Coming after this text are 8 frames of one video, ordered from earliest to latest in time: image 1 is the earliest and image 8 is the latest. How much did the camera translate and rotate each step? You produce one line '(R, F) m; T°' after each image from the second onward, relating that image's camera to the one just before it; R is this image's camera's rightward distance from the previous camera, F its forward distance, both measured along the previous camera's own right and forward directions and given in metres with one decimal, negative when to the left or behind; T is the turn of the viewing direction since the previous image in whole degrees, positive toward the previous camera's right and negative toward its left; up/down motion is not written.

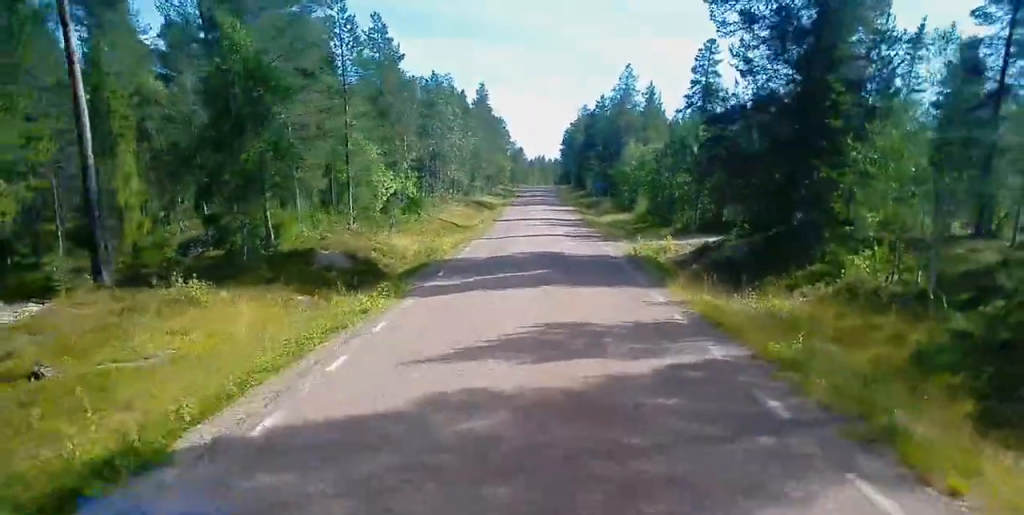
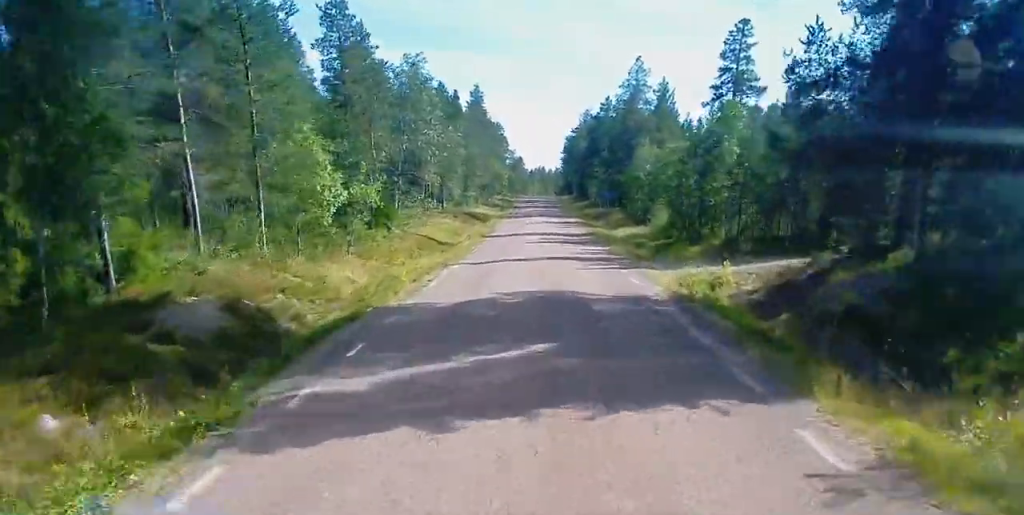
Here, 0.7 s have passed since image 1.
(0.0, +10.9) m; 0°
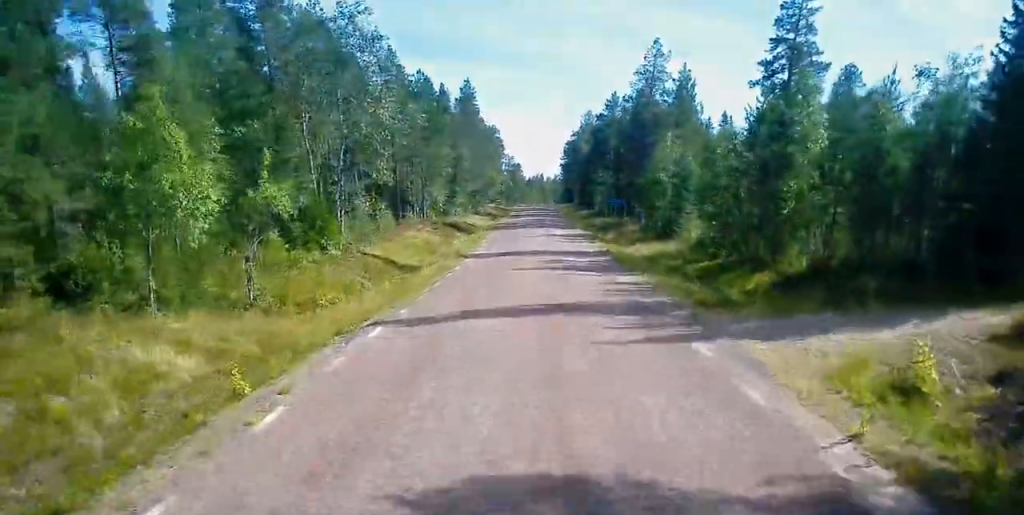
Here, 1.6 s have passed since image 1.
(0.0, +12.9) m; 0°
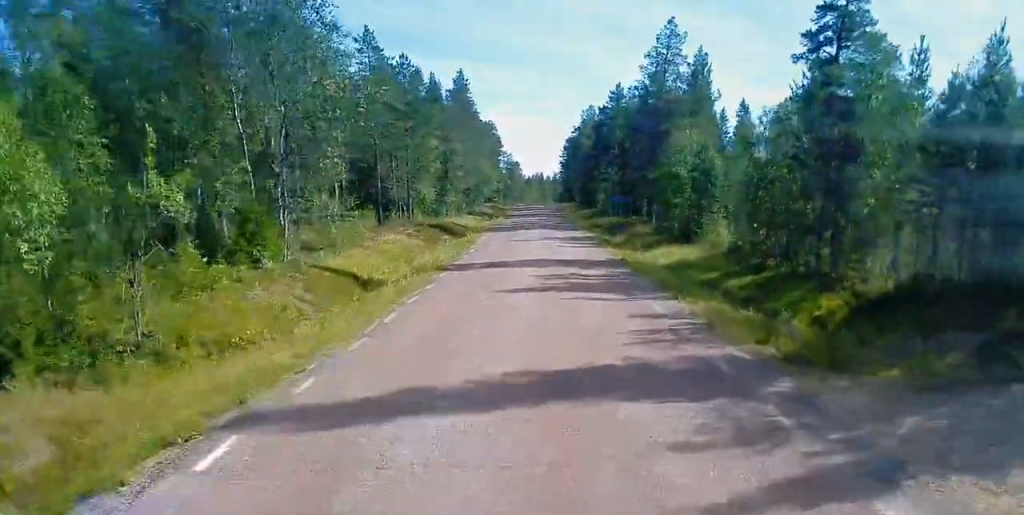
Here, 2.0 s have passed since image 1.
(0.0, +7.3) m; 0°
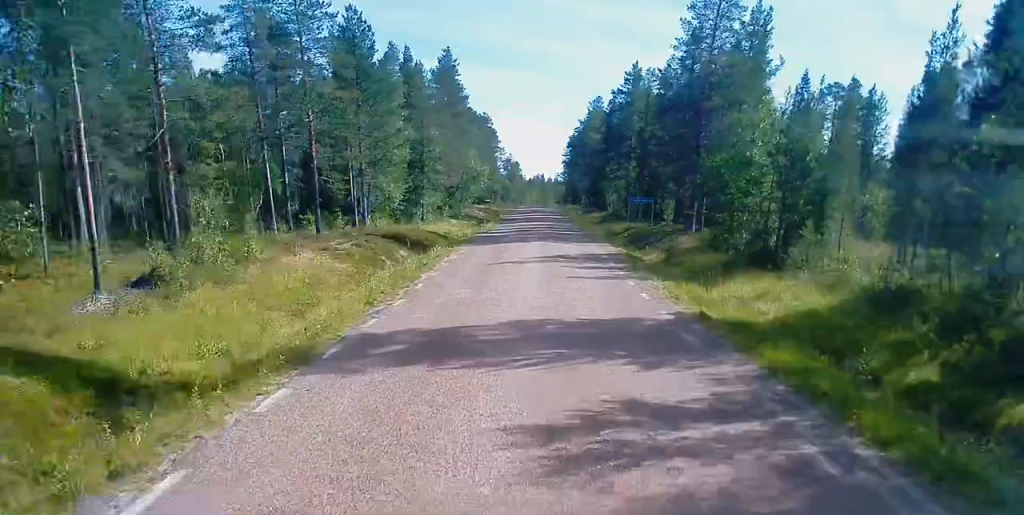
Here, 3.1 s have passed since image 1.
(0.0, +16.3) m; 0°
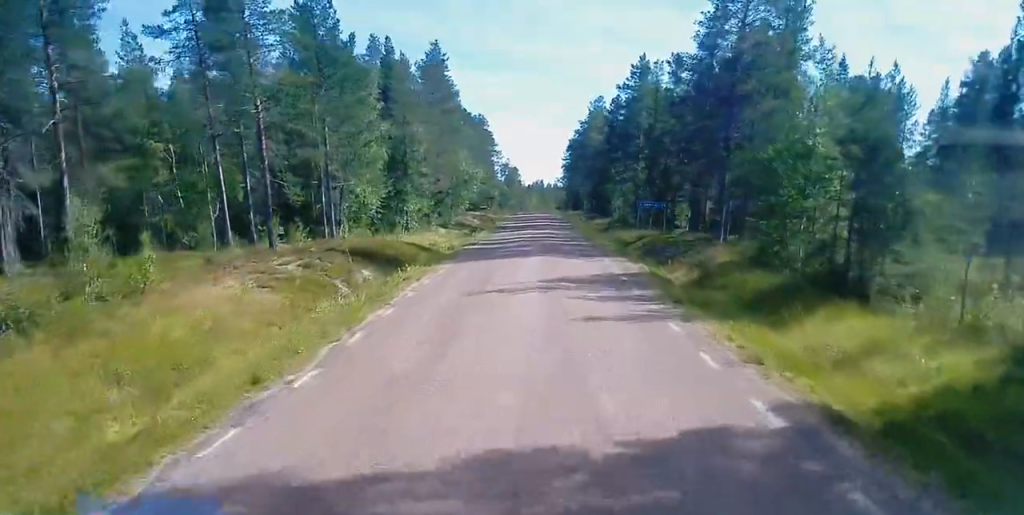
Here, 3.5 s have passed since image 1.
(0.0, +7.4) m; 0°
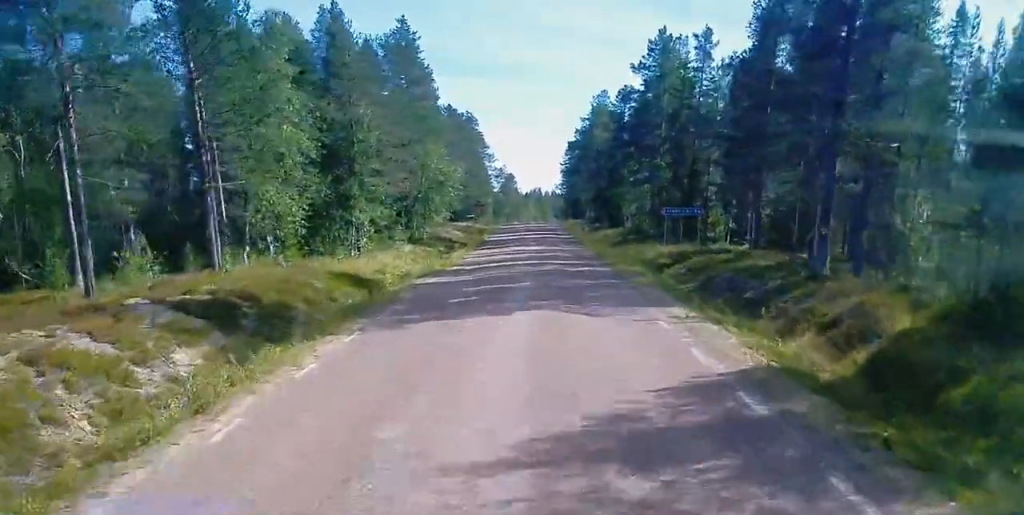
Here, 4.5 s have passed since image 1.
(0.0, +14.8) m; 0°
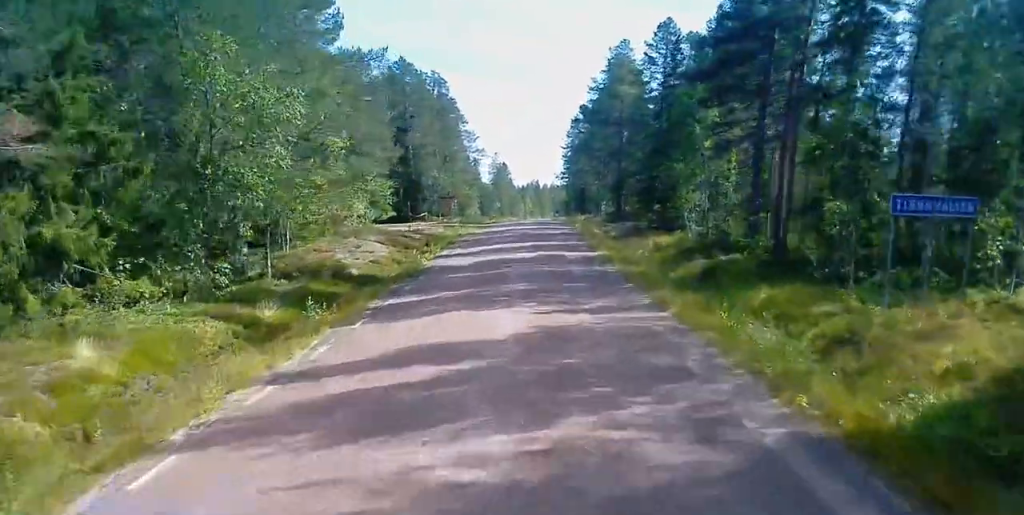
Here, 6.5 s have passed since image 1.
(+0.1, +30.8) m; 0°
